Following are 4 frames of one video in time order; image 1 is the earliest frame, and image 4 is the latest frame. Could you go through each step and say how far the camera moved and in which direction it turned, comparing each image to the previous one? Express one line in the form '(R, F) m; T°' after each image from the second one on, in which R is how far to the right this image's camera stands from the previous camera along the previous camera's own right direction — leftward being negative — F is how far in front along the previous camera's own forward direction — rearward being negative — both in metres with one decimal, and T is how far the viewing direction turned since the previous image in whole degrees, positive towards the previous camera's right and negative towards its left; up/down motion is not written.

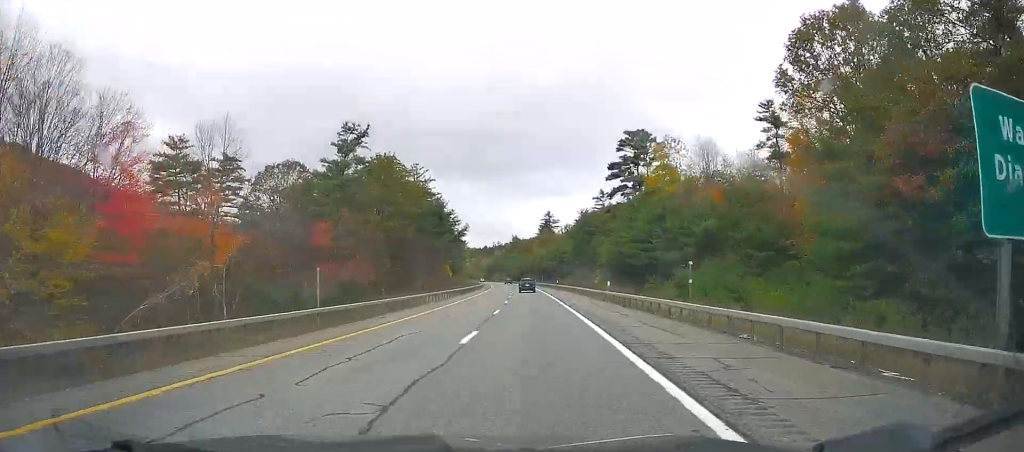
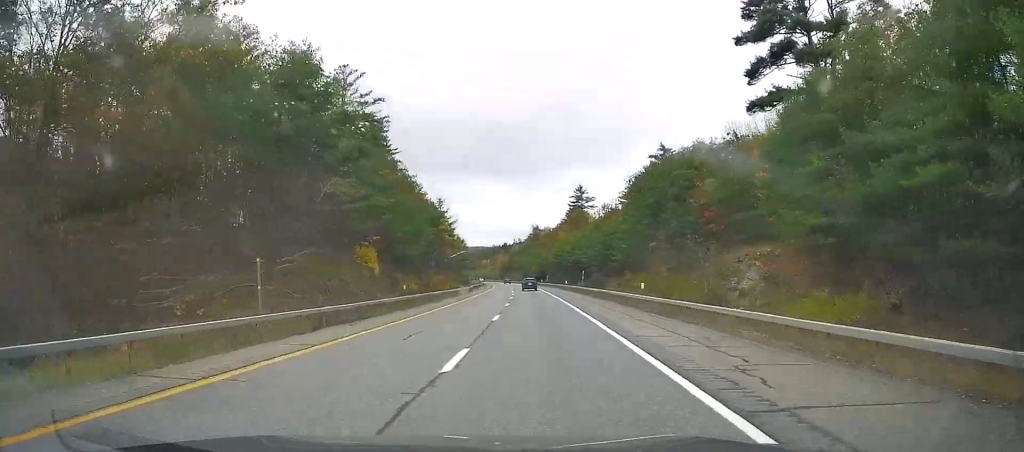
(+0.2, +66.0) m; -1°
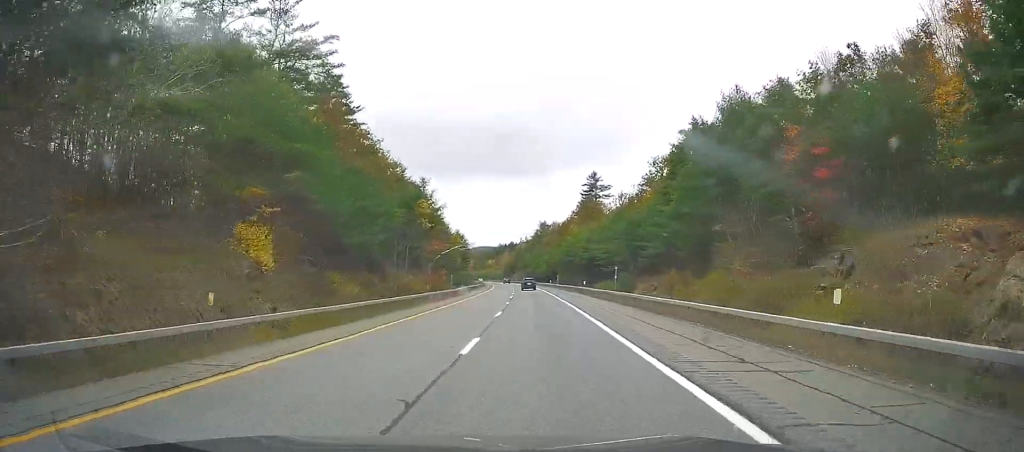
(-0.5, +22.4) m; -1°
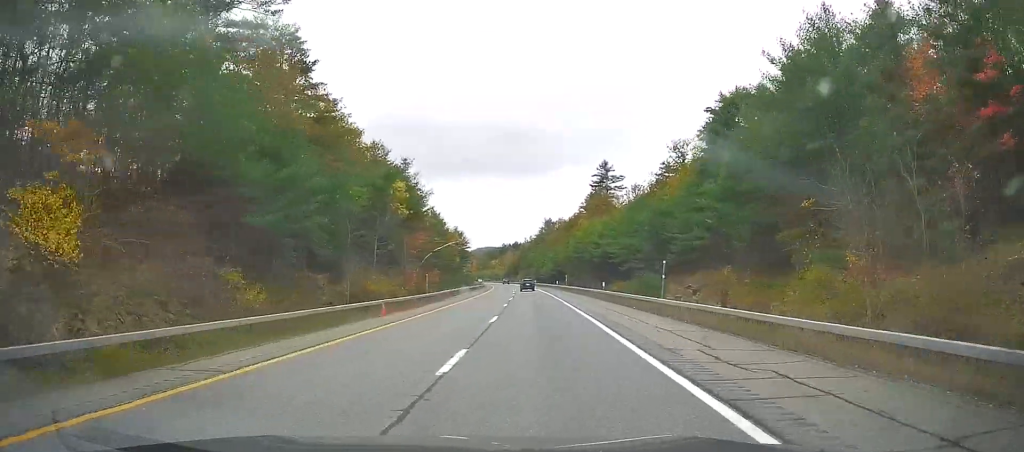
(-0.1, +15.0) m; -1°
